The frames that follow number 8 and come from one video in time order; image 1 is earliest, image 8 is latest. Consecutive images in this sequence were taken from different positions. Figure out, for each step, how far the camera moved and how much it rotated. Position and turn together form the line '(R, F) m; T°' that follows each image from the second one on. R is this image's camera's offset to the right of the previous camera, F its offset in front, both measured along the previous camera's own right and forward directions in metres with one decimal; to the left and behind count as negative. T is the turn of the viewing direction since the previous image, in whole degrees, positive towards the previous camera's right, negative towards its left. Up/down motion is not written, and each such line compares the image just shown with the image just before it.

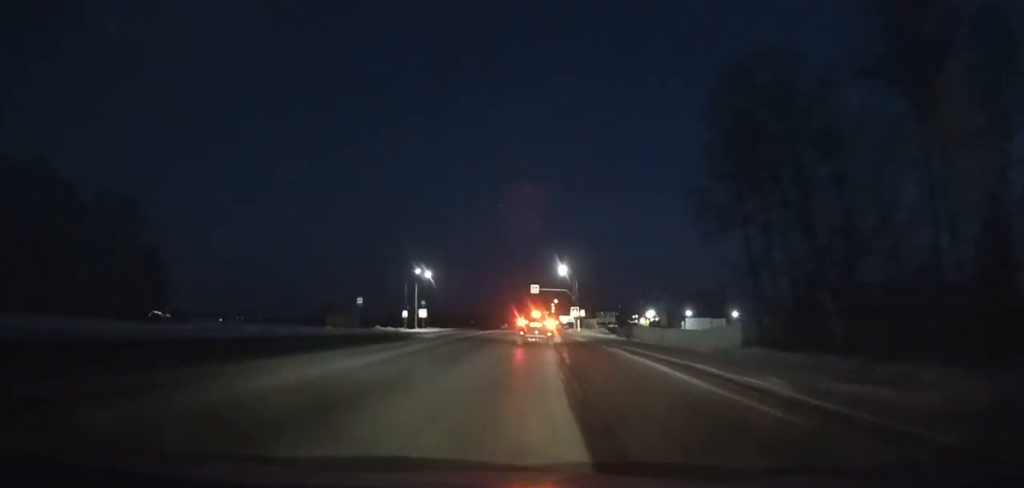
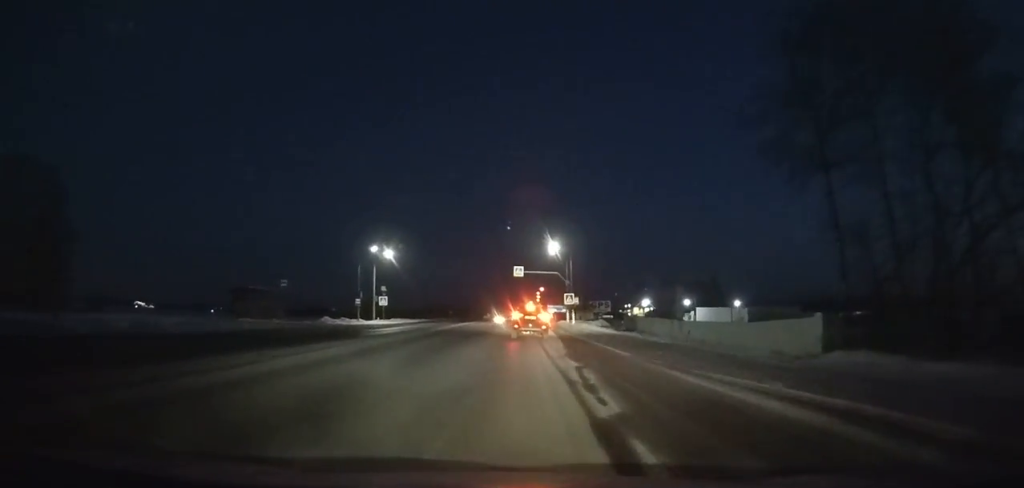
(0.0, +18.5) m; 0°
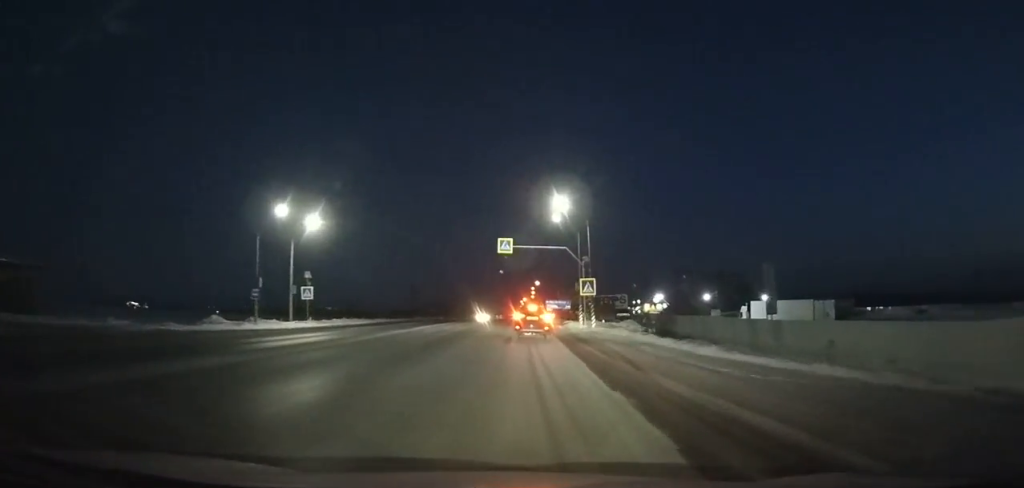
(+0.1, +24.1) m; 0°
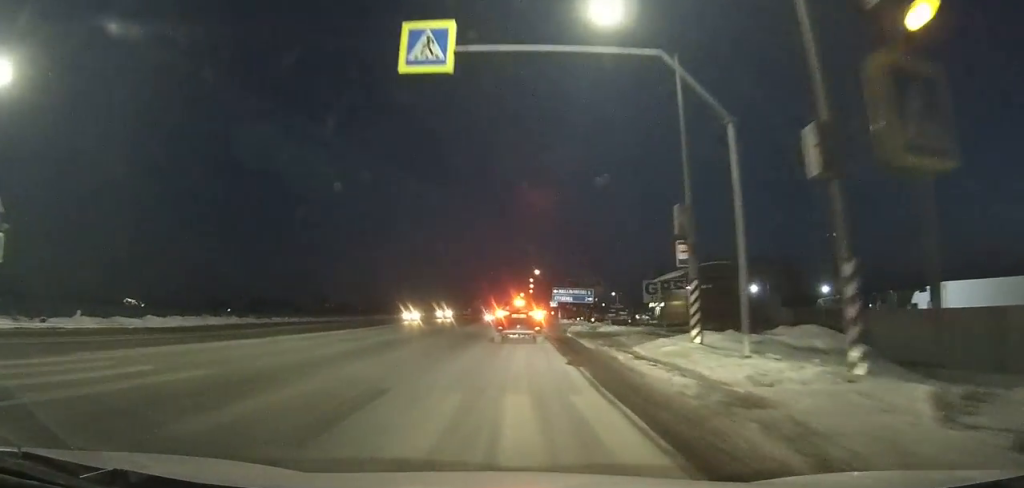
(+0.2, +31.8) m; +1°
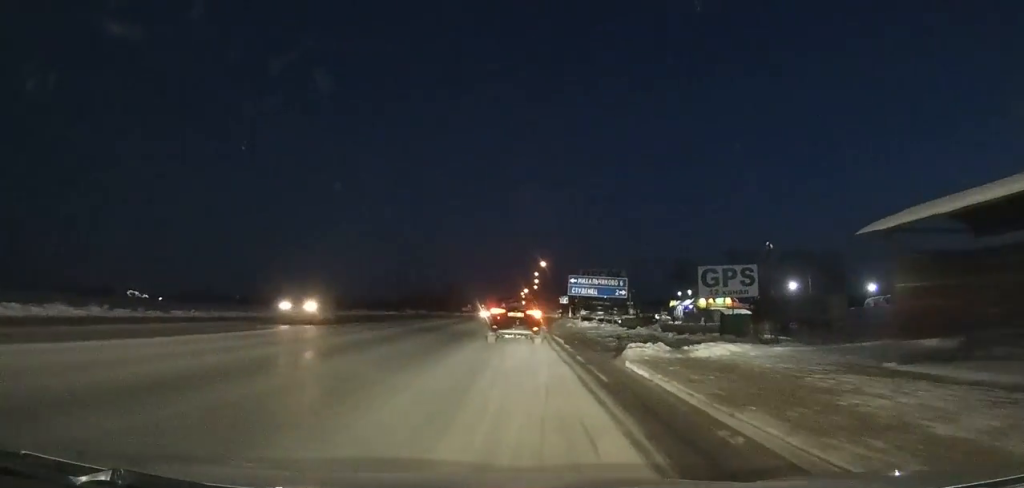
(+0.1, +17.2) m; 0°
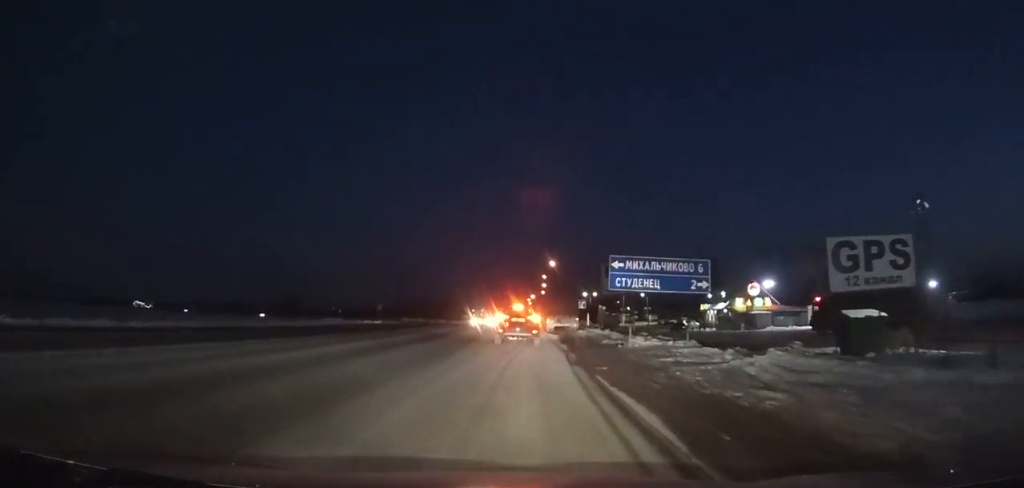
(-0.1, +18.7) m; -1°
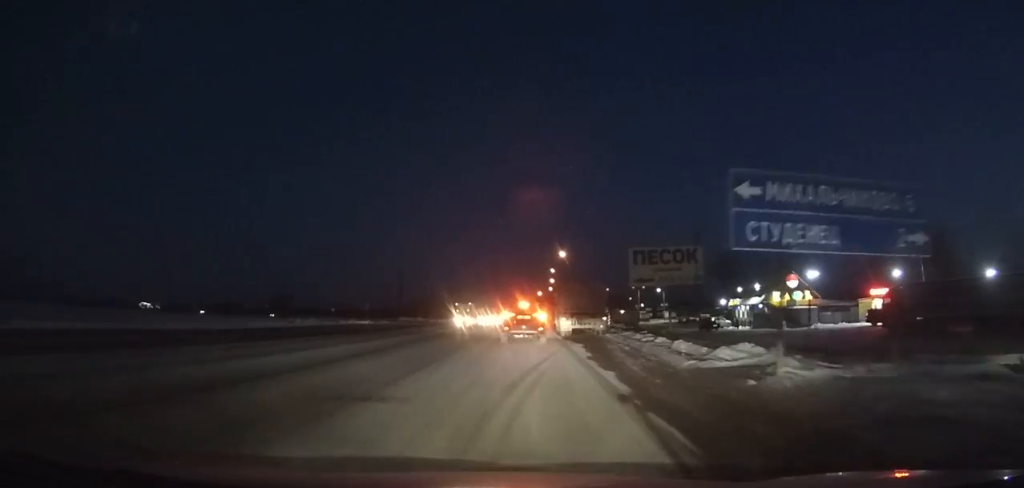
(-0.1, +11.6) m; -1°
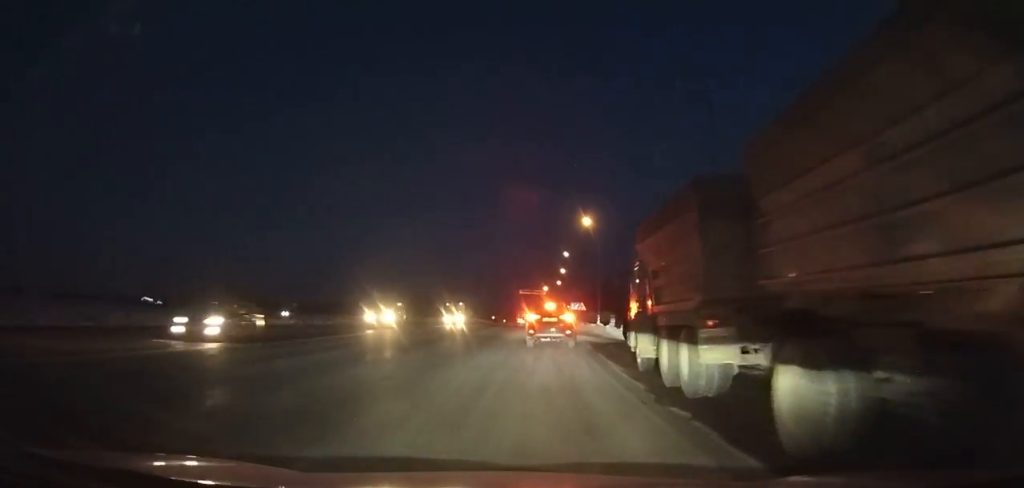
(-0.7, +29.6) m; -1°
